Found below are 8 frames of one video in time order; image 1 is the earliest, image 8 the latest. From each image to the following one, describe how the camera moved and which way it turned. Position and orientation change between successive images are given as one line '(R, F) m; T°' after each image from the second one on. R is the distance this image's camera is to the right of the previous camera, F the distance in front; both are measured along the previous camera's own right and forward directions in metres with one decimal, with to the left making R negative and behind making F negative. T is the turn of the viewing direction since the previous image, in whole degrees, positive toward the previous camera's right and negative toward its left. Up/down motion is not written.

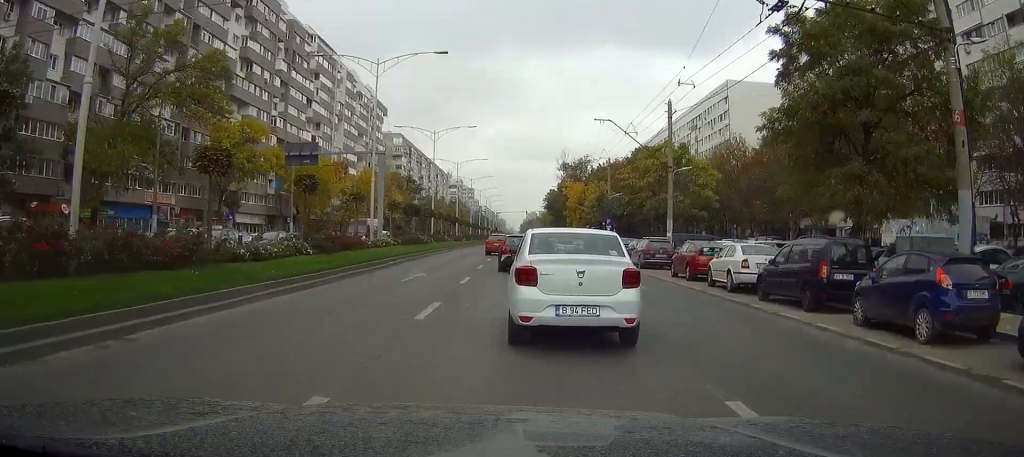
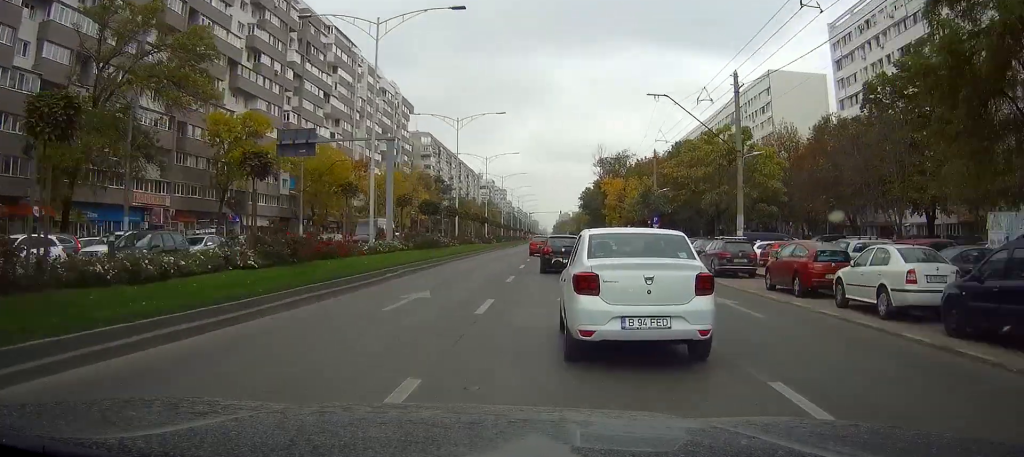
(-0.1, +7.8) m; -1°
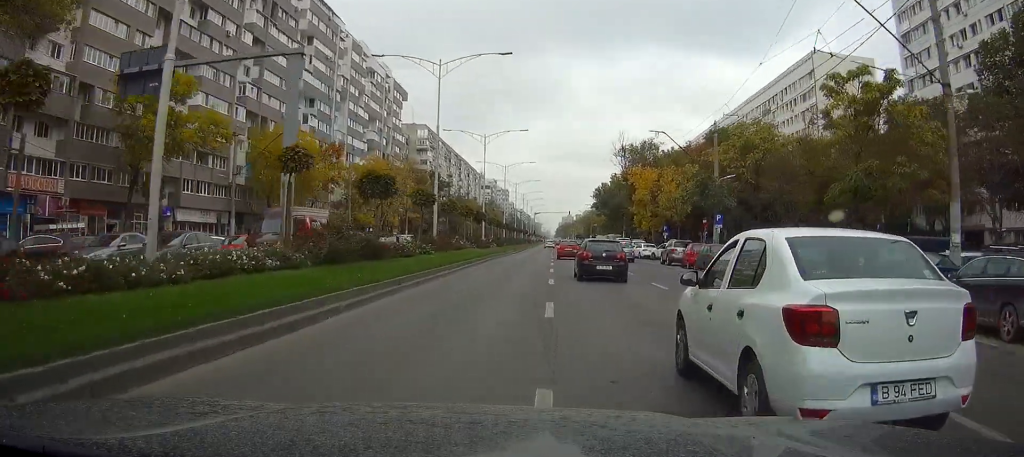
(-0.3, +18.1) m; 0°
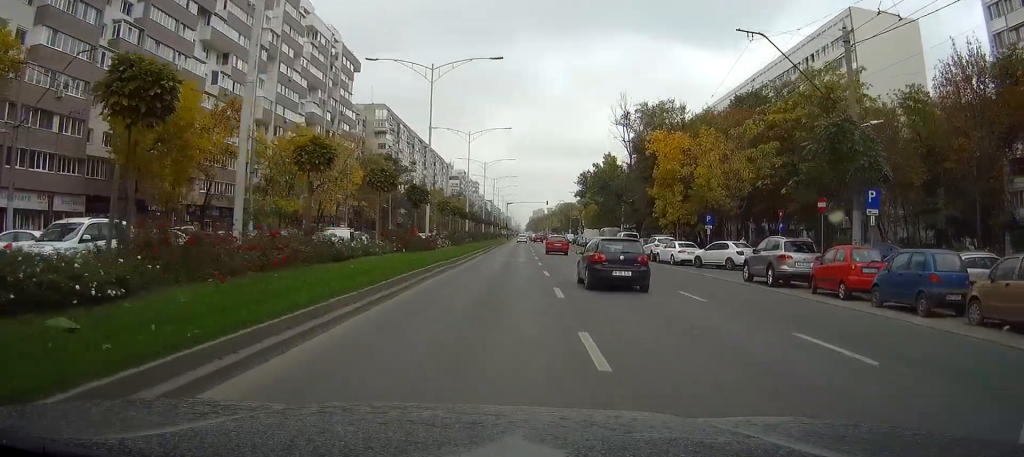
(+0.5, +22.7) m; +2°
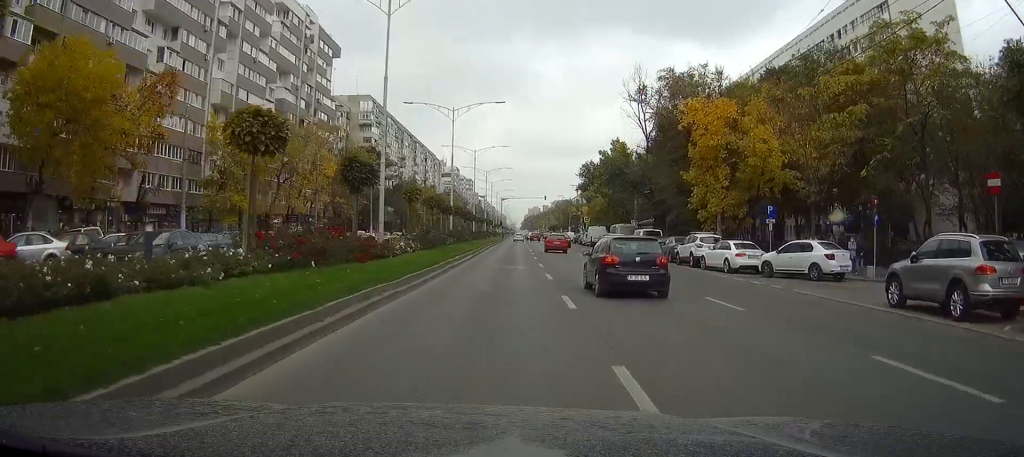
(0.0, +11.8) m; +1°
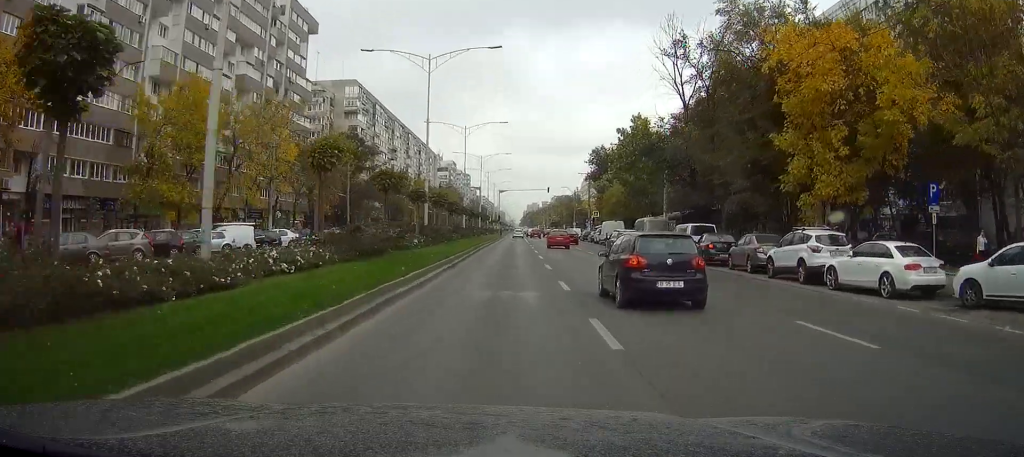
(+0.2, +13.9) m; 0°
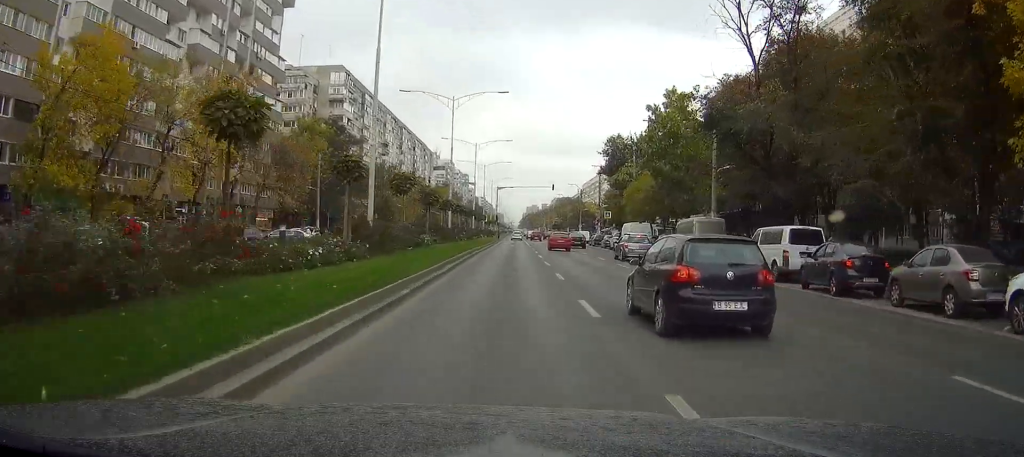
(-0.1, +14.3) m; 0°
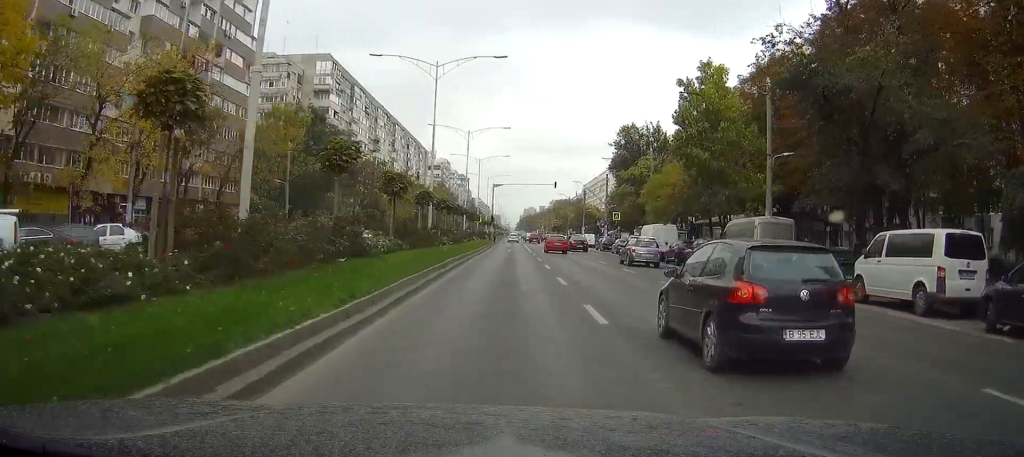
(0.0, +10.2) m; 0°
